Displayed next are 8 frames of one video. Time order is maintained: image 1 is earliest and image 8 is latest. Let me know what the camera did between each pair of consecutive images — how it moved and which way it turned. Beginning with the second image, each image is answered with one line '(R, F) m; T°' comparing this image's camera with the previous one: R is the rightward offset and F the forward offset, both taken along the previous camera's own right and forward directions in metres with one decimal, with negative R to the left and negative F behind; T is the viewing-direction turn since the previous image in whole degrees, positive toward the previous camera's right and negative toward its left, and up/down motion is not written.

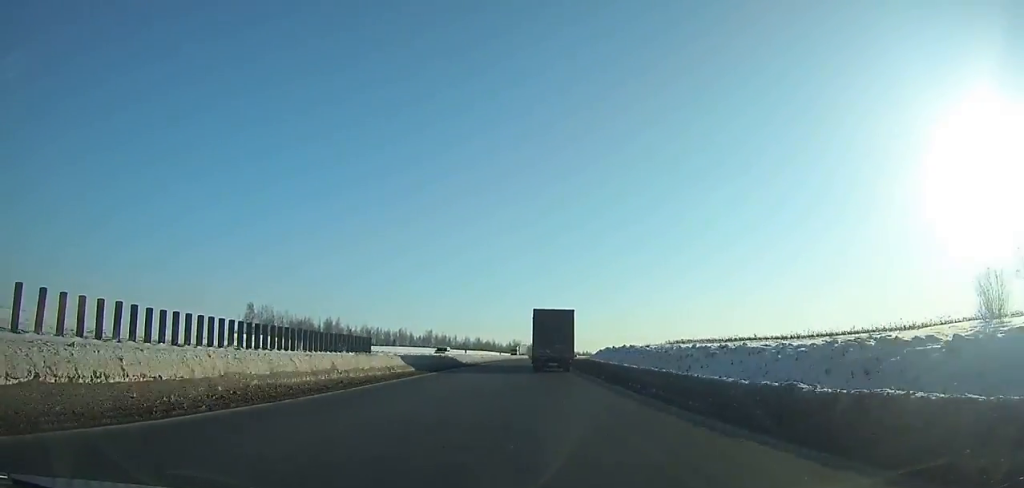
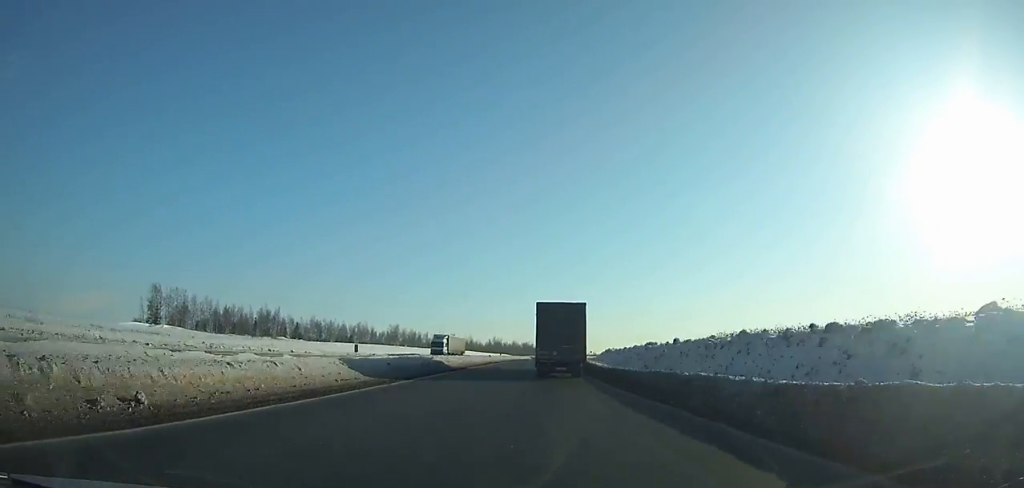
(+0.7, +45.2) m; +2°
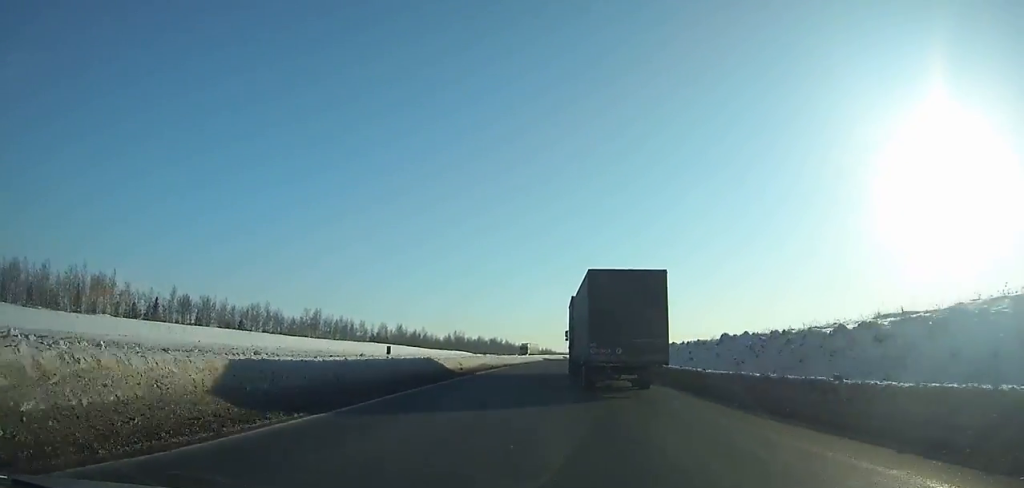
(+2.0, +73.9) m; +4°
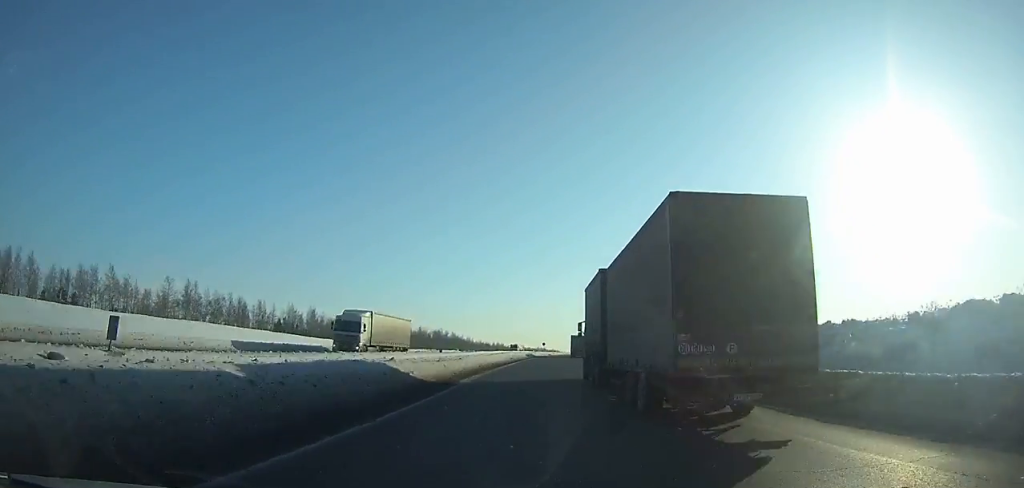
(+1.4, +54.4) m; +4°
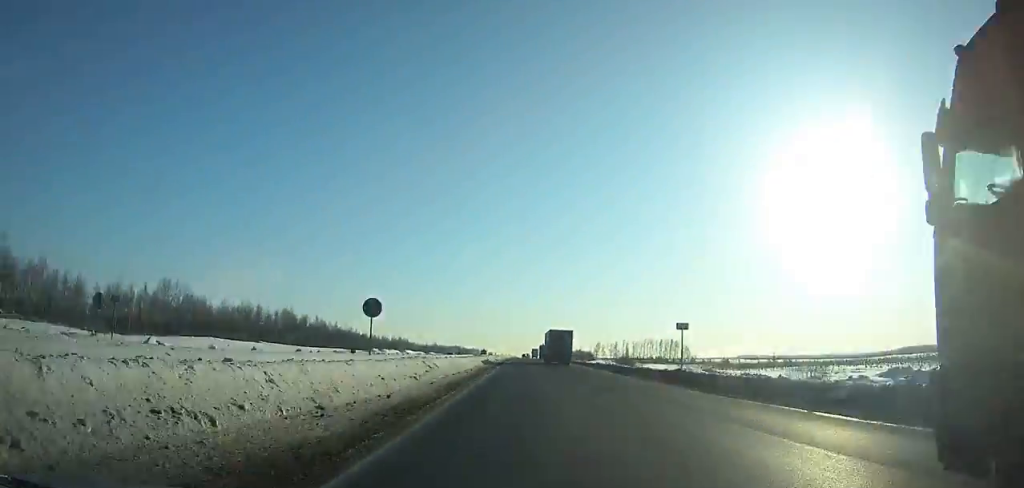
(+10.2, +137.4) m; +7°
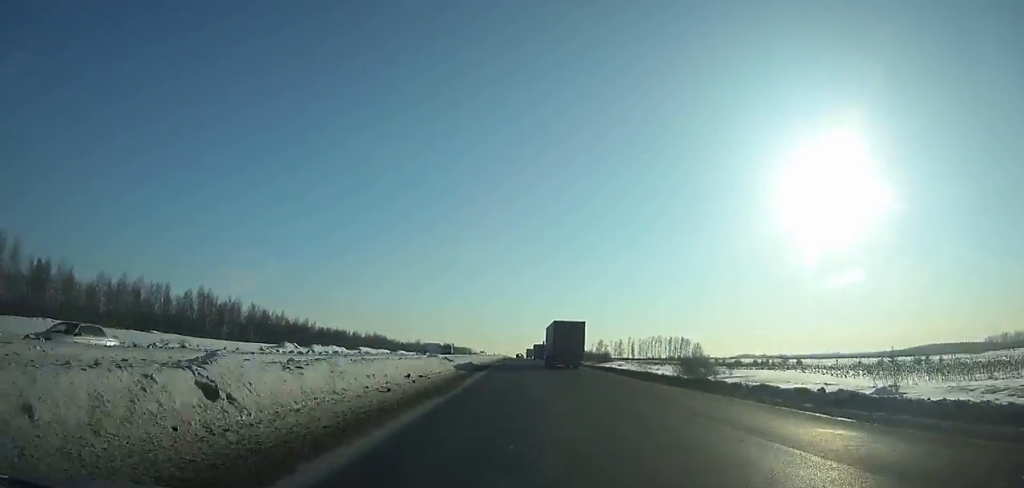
(+0.7, +59.0) m; 0°
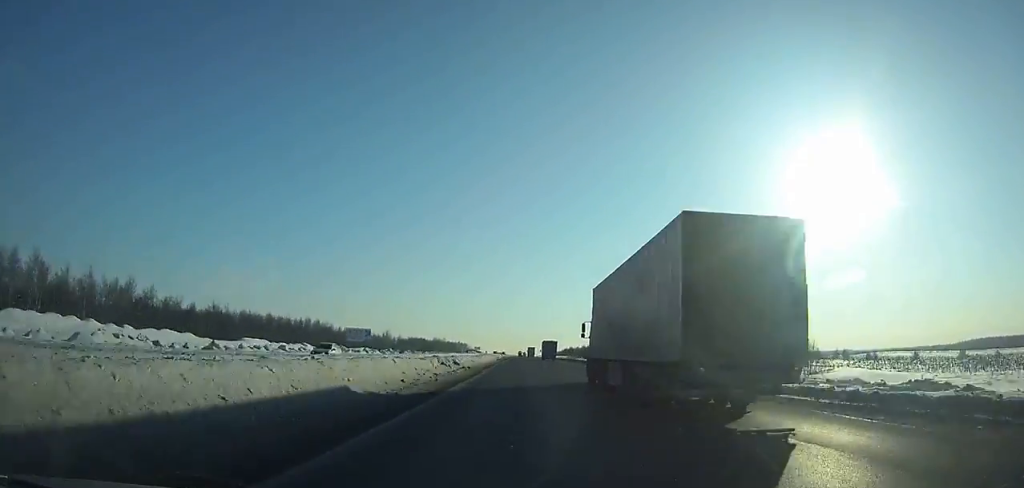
(-0.4, +129.8) m; 0°
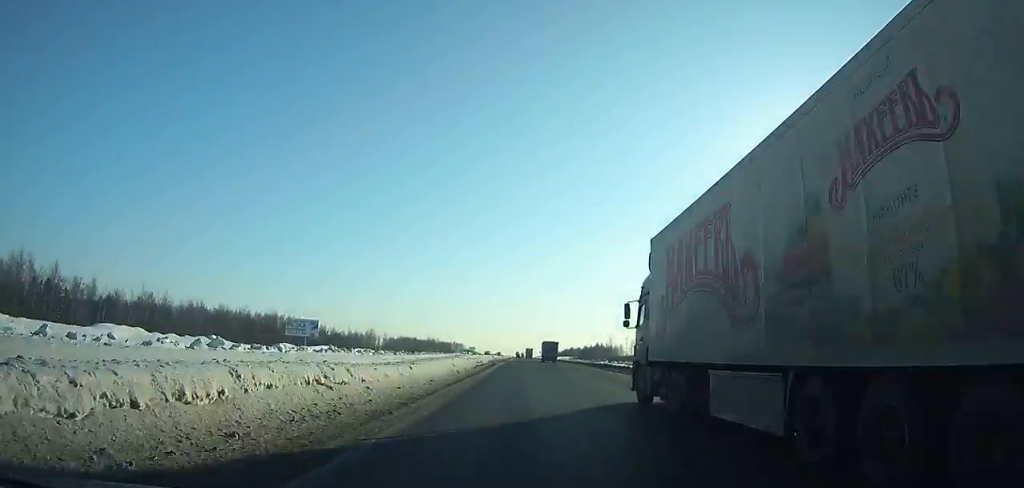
(+0.1, +35.0) m; 0°
